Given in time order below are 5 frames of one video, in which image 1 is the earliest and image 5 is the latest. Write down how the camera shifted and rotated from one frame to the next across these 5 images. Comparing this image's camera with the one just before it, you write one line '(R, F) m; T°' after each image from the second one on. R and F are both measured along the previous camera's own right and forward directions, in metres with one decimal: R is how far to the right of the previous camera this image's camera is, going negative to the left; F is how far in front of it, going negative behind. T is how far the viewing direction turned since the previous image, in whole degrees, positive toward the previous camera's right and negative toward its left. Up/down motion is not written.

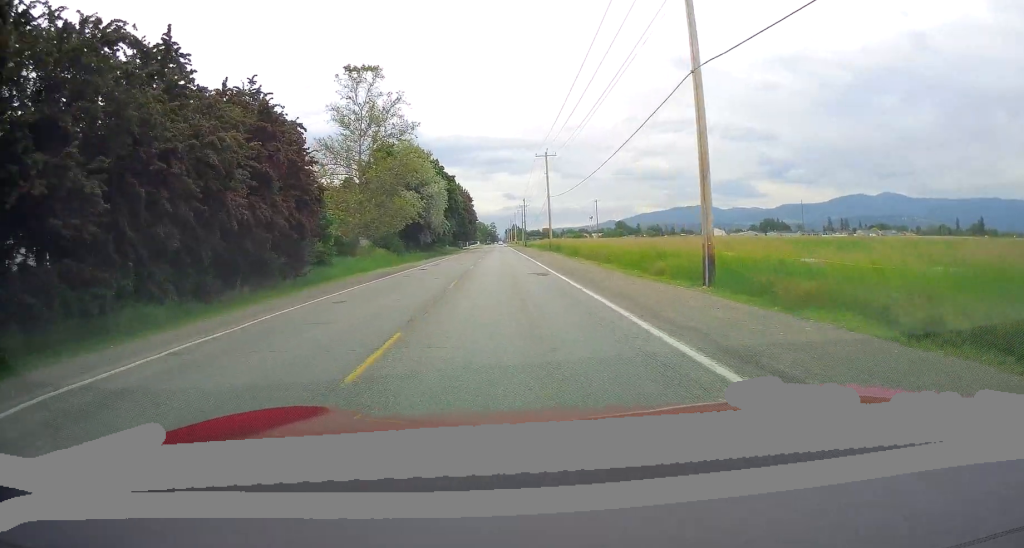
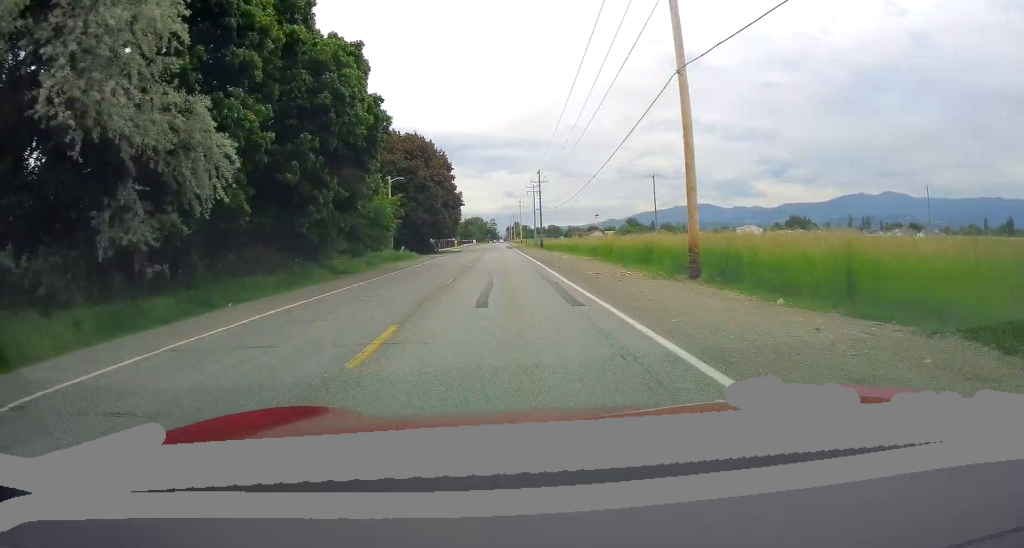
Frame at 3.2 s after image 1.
(-1.1, +59.2) m; -1°
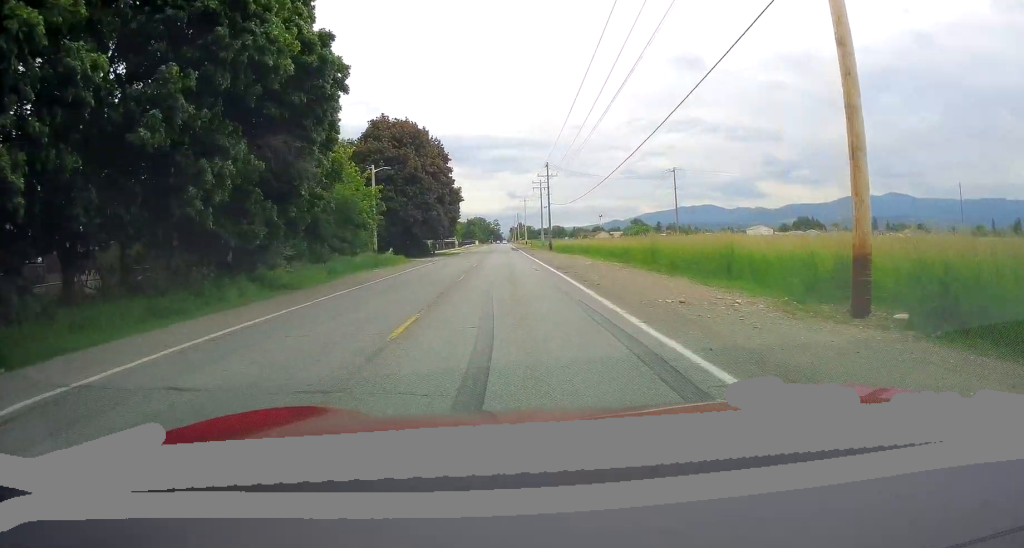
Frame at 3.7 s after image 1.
(+0.1, +10.2) m; +1°
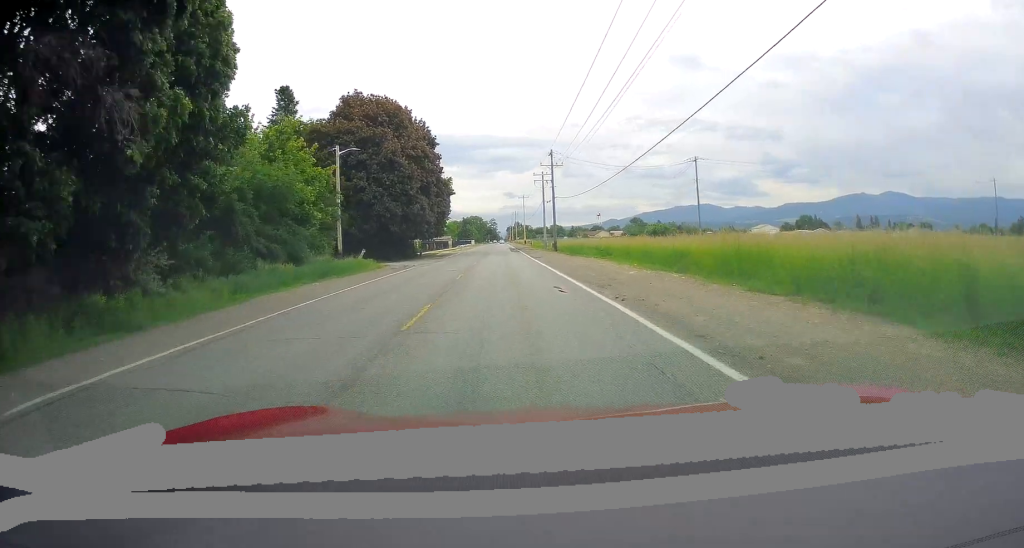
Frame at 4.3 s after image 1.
(0.0, +11.0) m; 0°
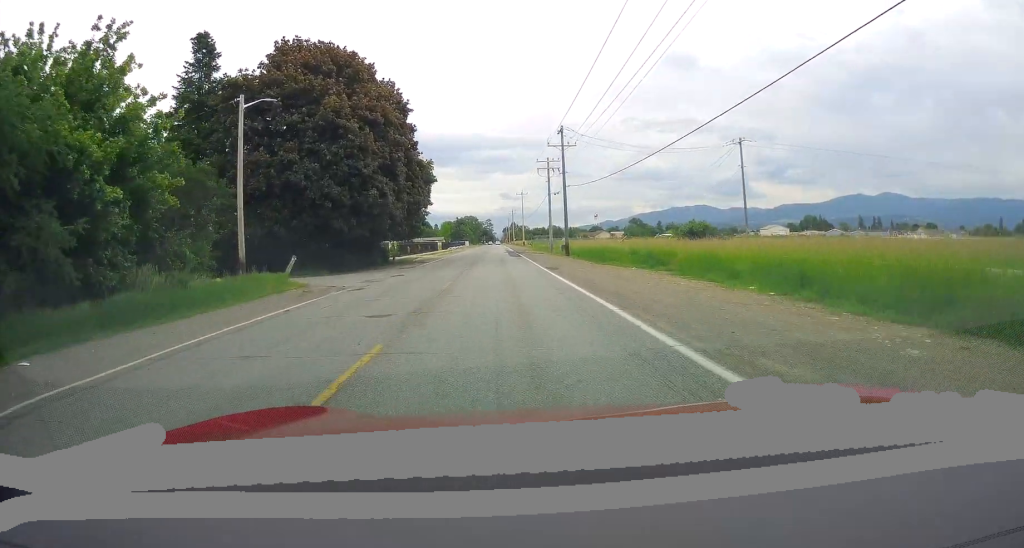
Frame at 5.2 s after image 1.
(0.0, +16.6) m; -1°
